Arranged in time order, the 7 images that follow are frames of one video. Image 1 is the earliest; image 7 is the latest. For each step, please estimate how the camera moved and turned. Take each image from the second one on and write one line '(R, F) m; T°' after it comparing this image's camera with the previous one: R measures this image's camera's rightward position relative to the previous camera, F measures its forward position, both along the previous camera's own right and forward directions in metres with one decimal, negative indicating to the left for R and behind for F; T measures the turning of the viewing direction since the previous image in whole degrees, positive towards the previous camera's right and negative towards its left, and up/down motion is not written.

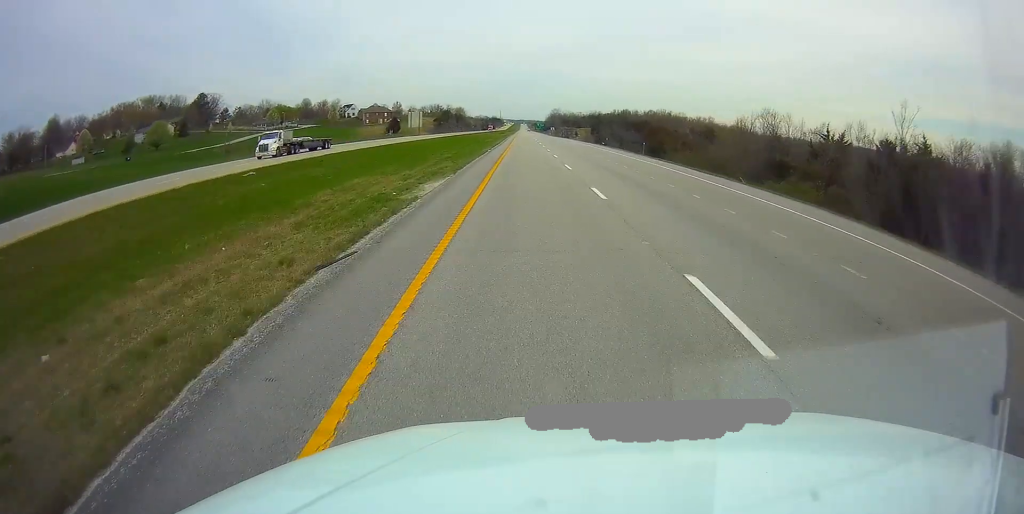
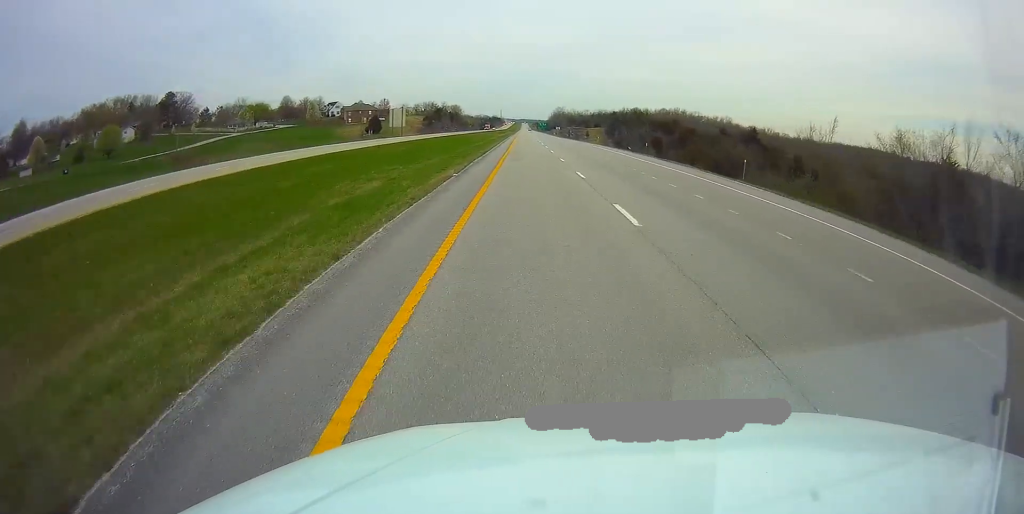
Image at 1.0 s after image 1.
(0.0, +28.4) m; 0°
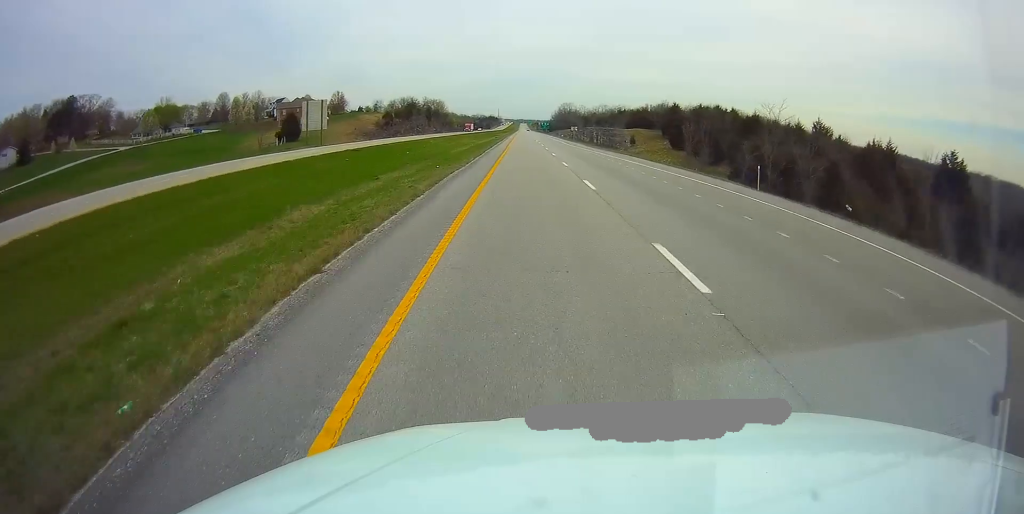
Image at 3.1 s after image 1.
(+0.2, +61.2) m; 0°
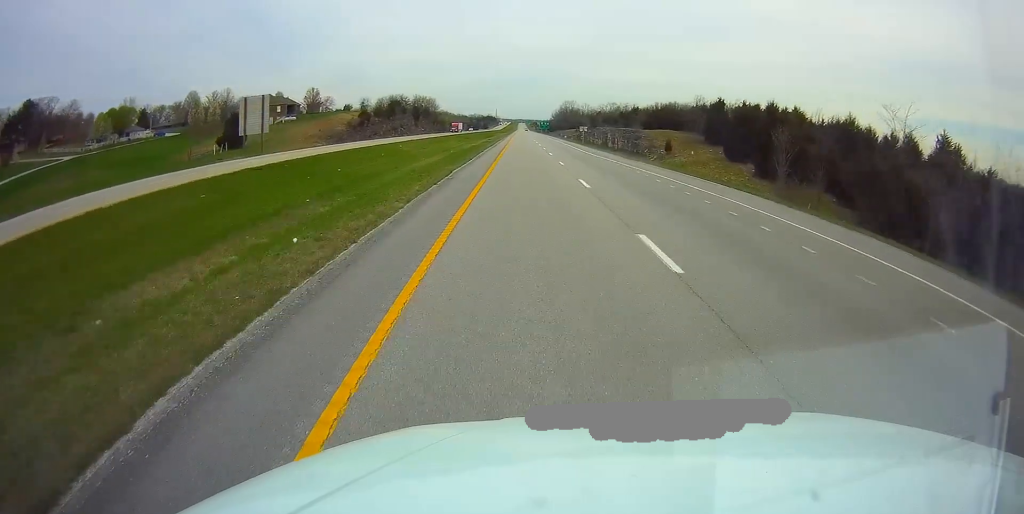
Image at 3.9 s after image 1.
(0.0, +19.6) m; 0°
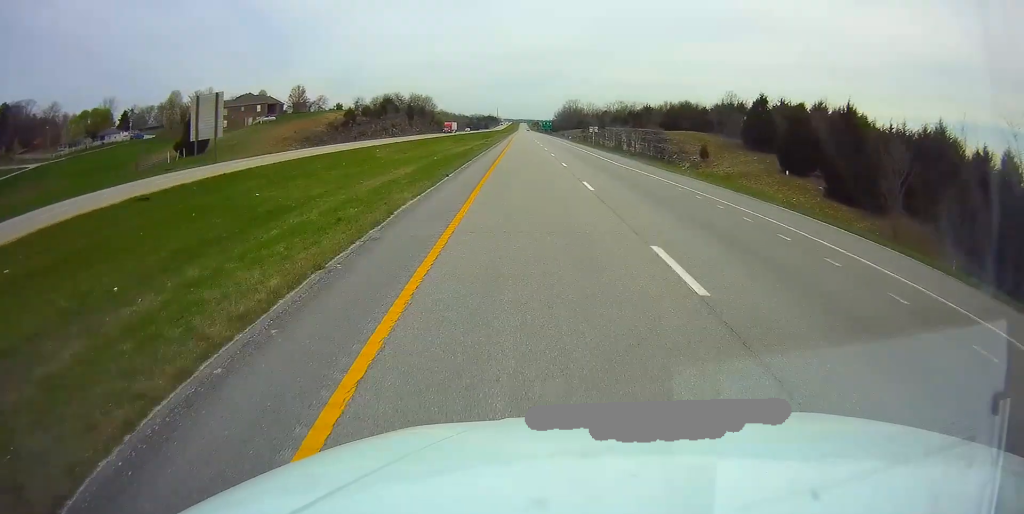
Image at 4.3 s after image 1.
(0.0, +10.7) m; 0°
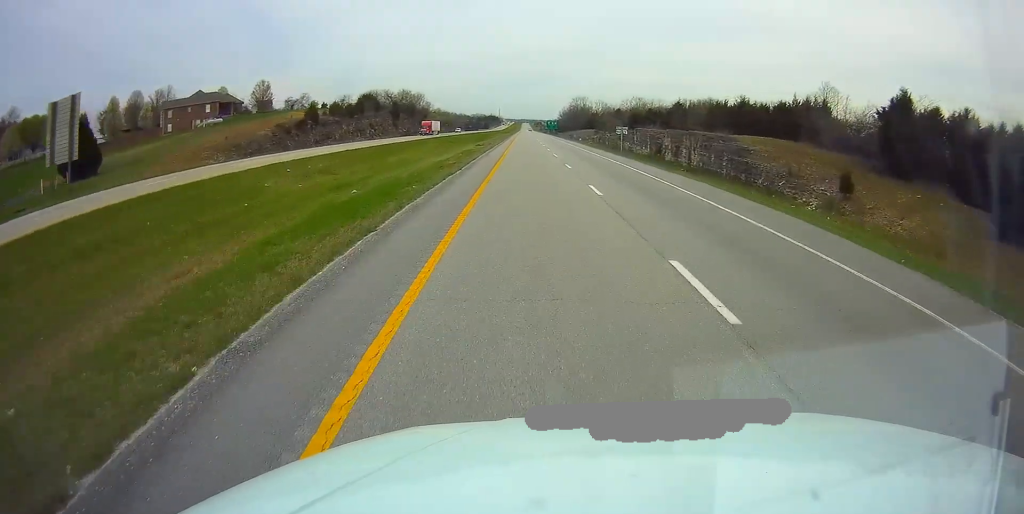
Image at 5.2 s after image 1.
(0.0, +20.6) m; 0°
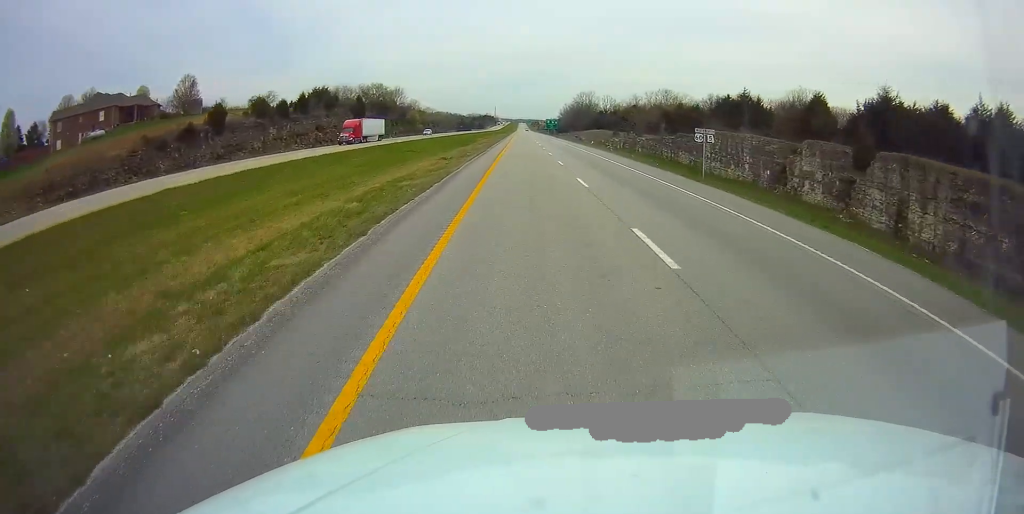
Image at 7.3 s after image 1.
(0.0, +57.6) m; 0°
